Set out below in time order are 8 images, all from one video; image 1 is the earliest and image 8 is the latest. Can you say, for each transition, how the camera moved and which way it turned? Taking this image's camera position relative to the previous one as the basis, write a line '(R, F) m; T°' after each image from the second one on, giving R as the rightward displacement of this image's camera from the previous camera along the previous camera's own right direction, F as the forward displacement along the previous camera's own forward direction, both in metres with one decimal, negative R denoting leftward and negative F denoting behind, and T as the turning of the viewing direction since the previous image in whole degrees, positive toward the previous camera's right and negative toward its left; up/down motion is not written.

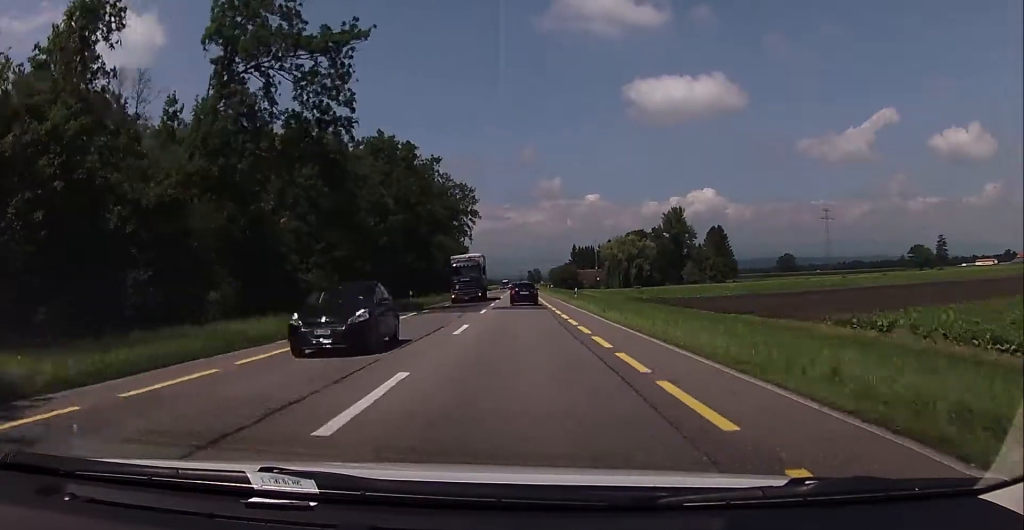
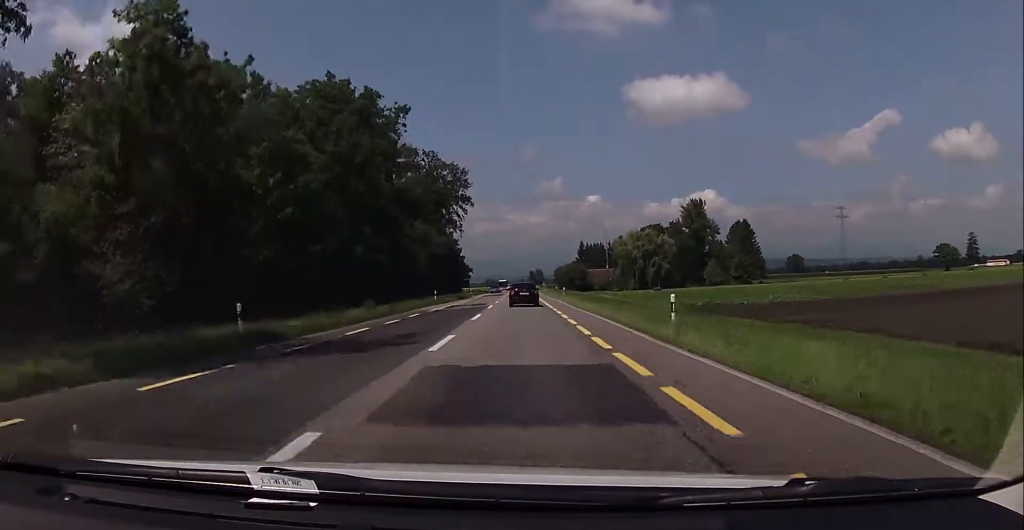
(0.0, +28.2) m; 0°
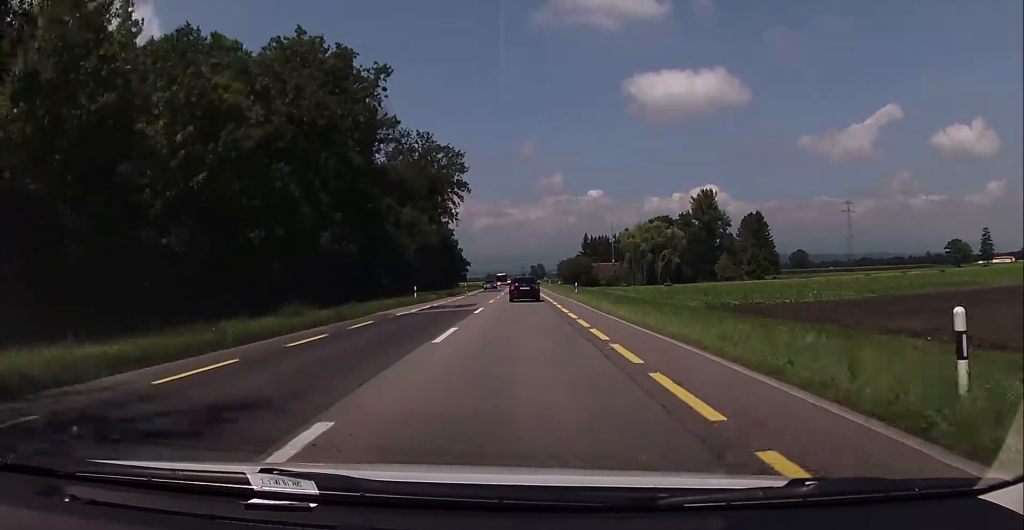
(-0.1, +11.4) m; 0°
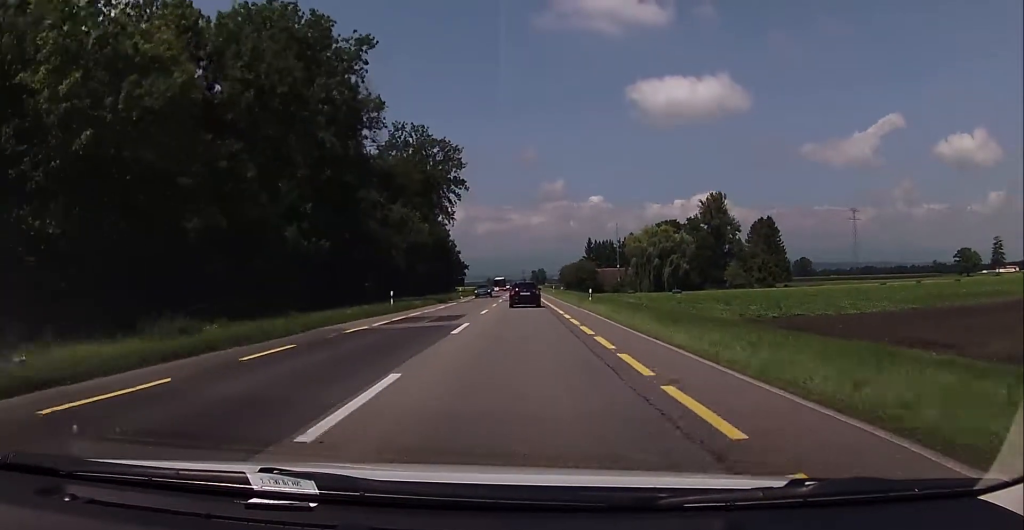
(+0.2, +8.7) m; 0°
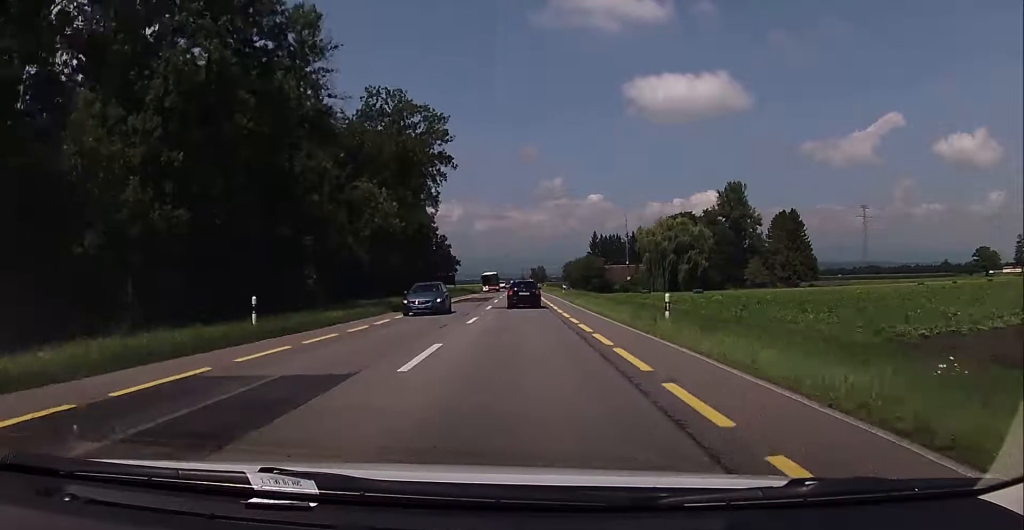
(-0.2, +20.1) m; -1°
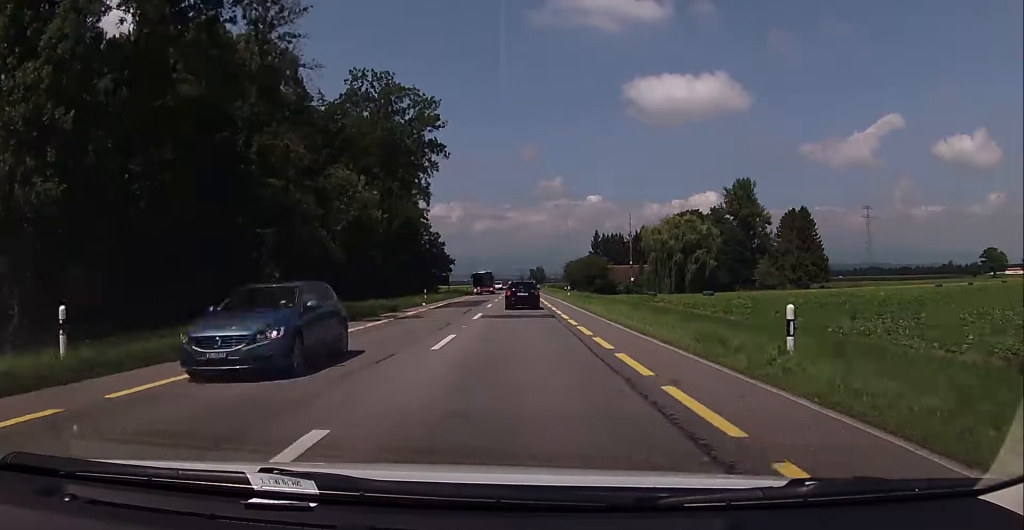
(0.0, +8.7) m; 0°
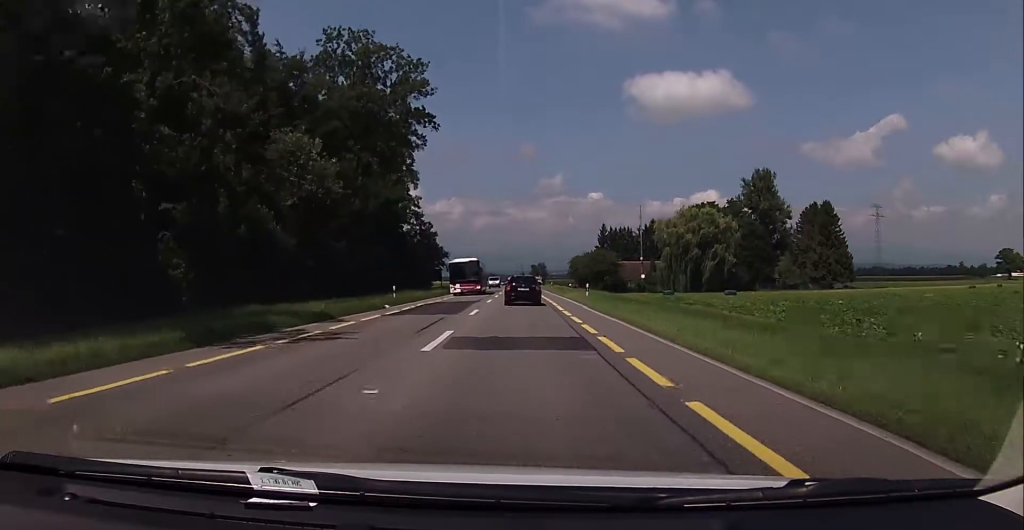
(0.0, +13.8) m; +1°
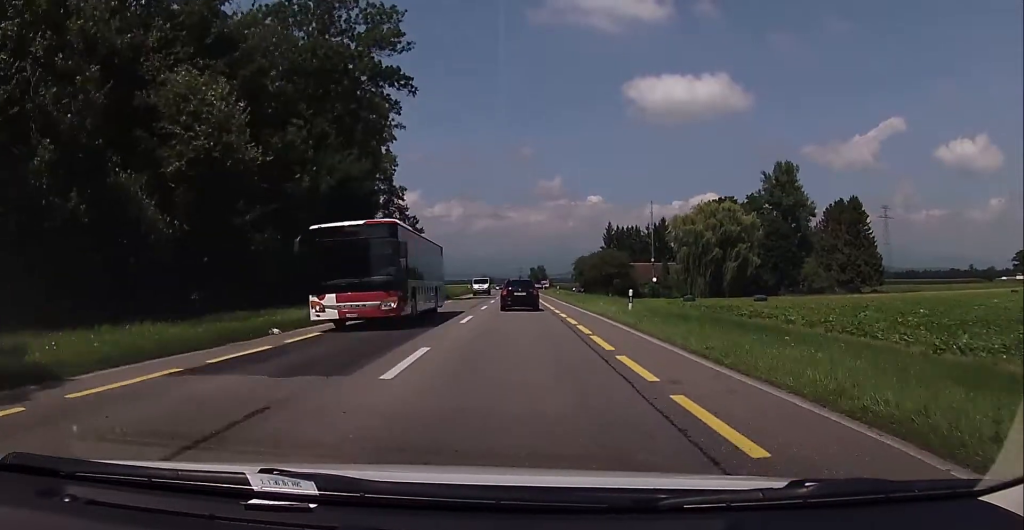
(+0.1, +15.7) m; +1°
